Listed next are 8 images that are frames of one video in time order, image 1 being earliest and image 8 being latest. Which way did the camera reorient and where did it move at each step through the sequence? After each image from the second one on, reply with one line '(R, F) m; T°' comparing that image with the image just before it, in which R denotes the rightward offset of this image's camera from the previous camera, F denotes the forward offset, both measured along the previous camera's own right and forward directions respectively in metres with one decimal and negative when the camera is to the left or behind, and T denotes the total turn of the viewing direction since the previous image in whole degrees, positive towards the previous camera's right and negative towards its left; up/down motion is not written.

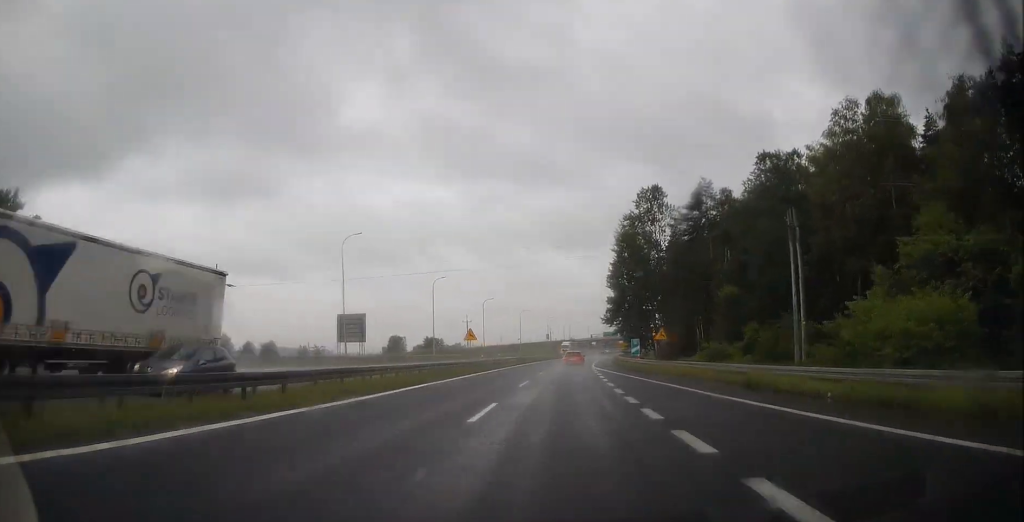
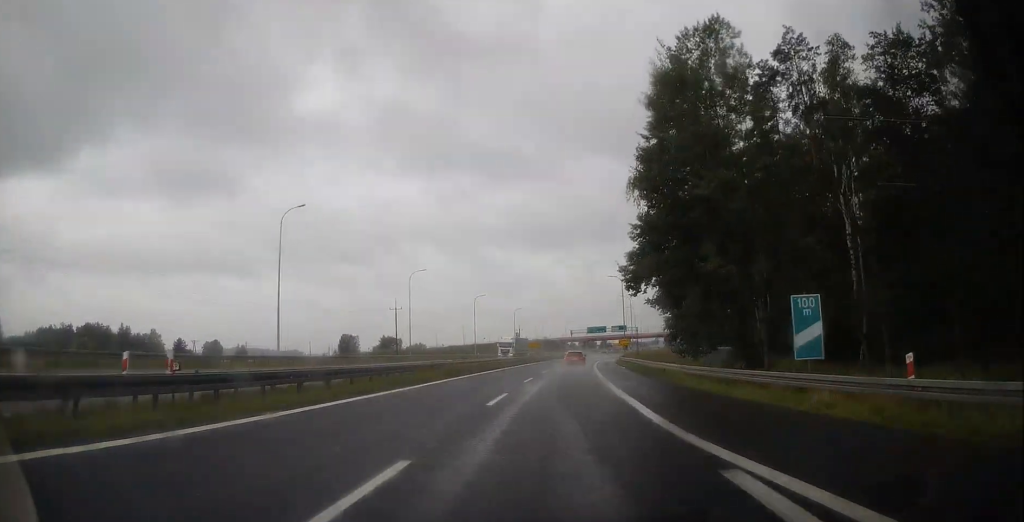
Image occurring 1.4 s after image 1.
(+0.7, +45.0) m; +2°
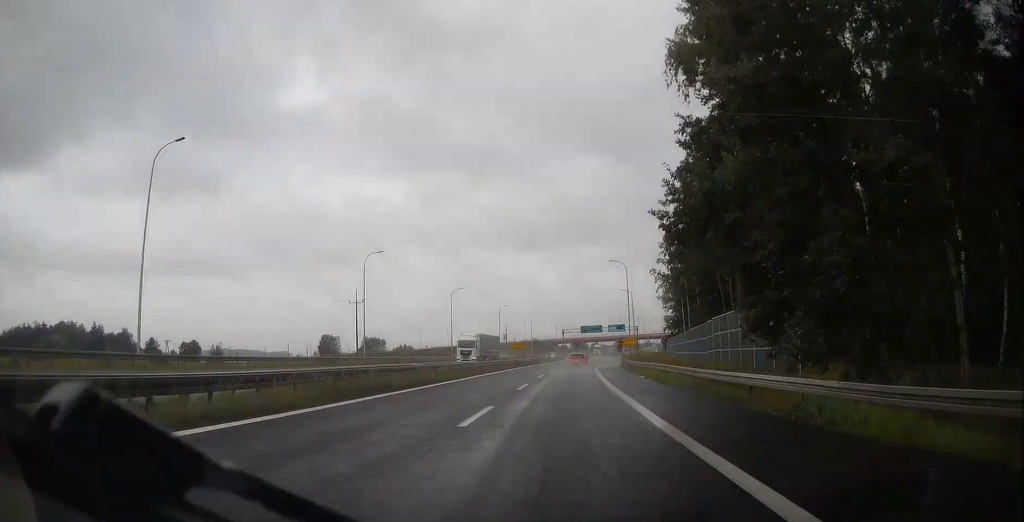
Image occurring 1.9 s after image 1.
(0.0, +16.1) m; +1°
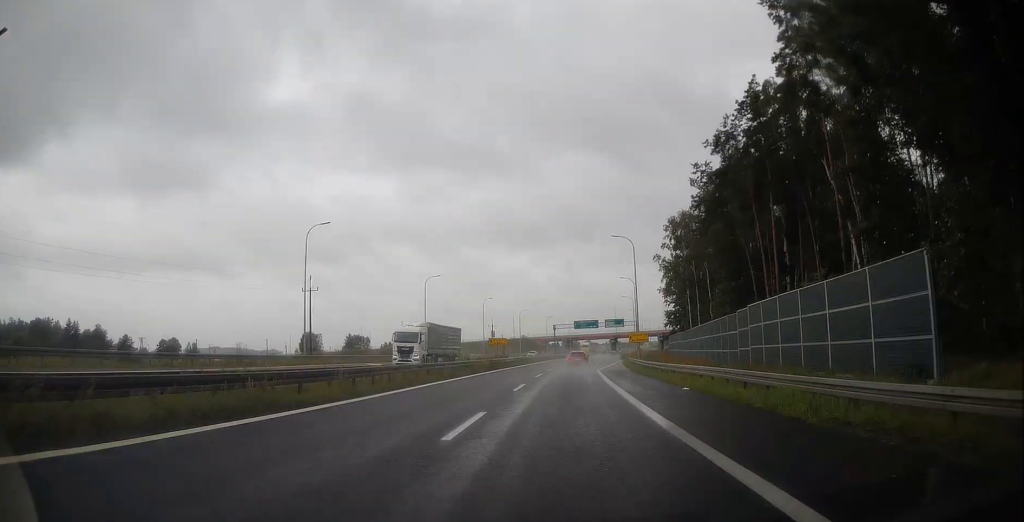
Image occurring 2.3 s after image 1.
(+0.2, +14.0) m; +1°
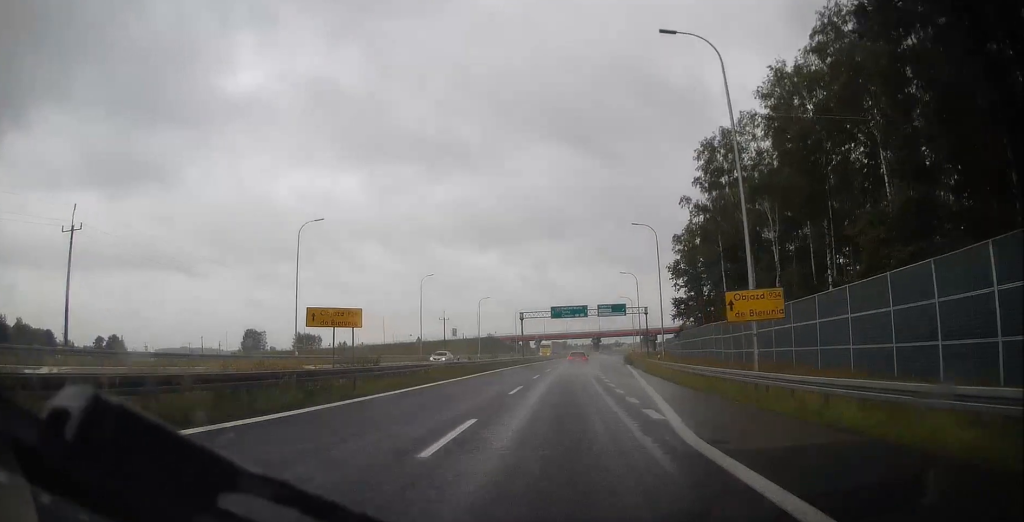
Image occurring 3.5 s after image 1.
(+1.0, +37.7) m; +3°
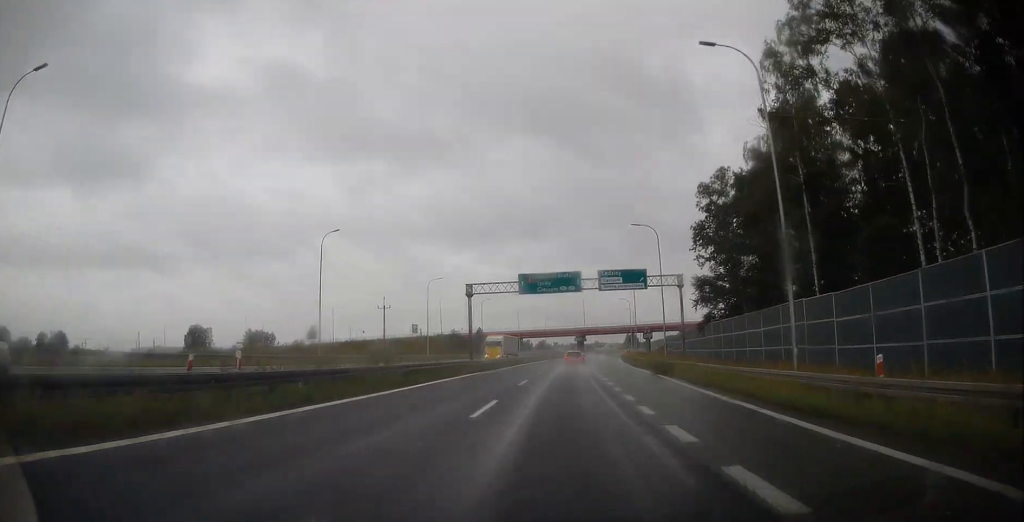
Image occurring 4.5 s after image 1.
(+0.4, +31.2) m; +1°
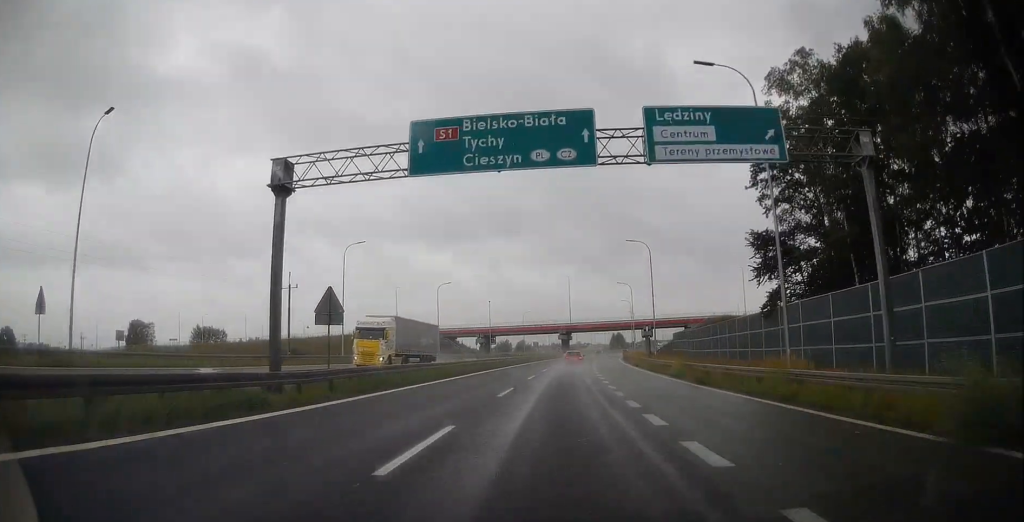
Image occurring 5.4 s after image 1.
(+0.3, +30.1) m; +2°
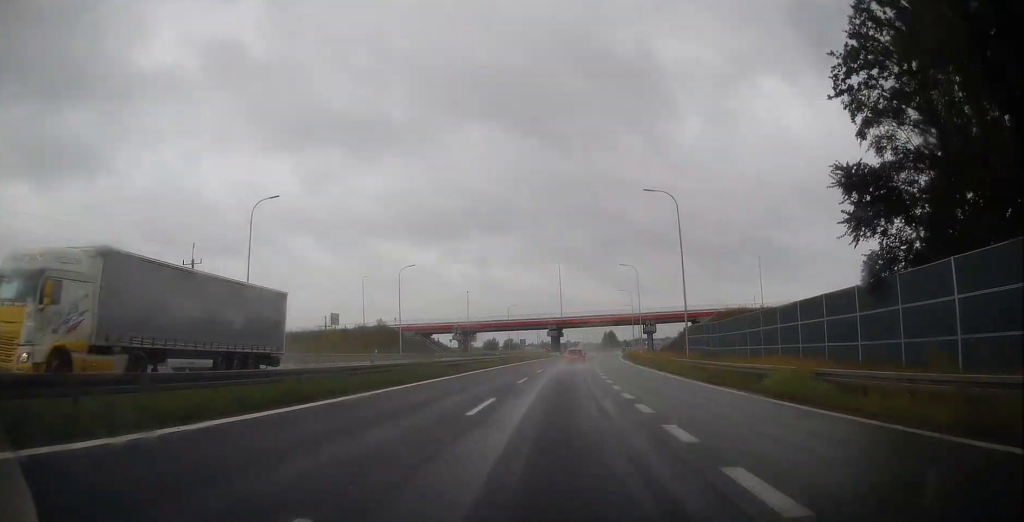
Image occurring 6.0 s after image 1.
(+0.1, +18.2) m; +1°
